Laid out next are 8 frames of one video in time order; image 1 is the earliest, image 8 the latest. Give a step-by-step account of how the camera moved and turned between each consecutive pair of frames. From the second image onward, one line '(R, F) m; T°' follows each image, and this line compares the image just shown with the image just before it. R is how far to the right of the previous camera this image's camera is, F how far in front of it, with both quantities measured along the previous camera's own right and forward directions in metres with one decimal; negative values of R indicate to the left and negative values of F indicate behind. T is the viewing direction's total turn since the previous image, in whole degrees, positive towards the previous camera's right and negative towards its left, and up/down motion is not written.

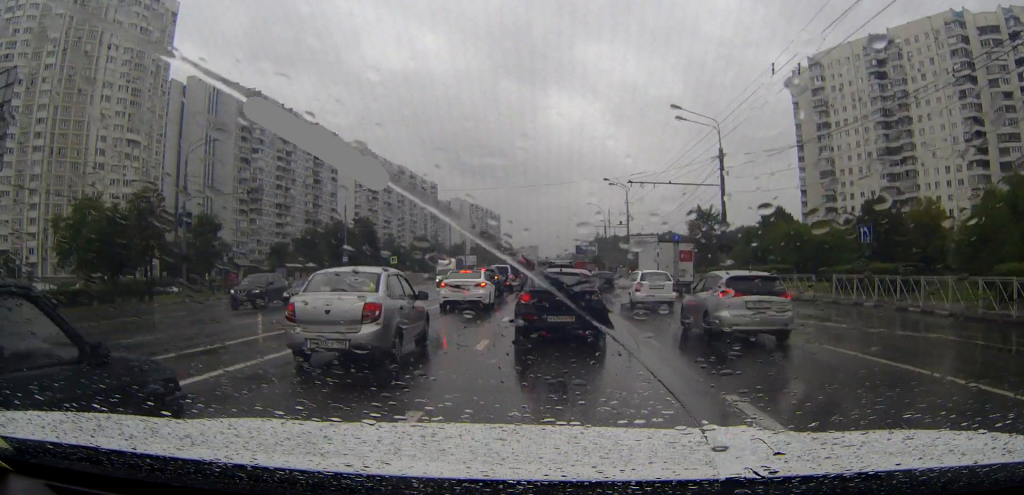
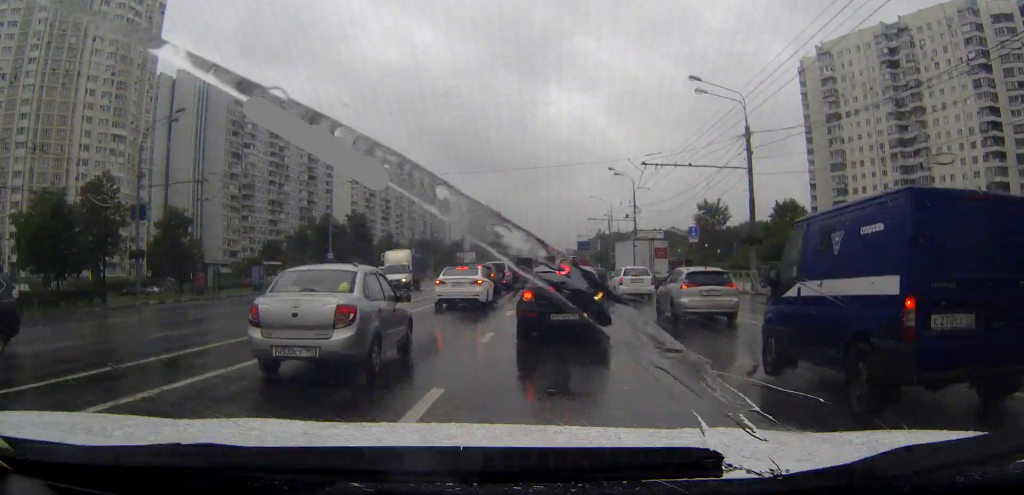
(+0.2, +6.1) m; +2°
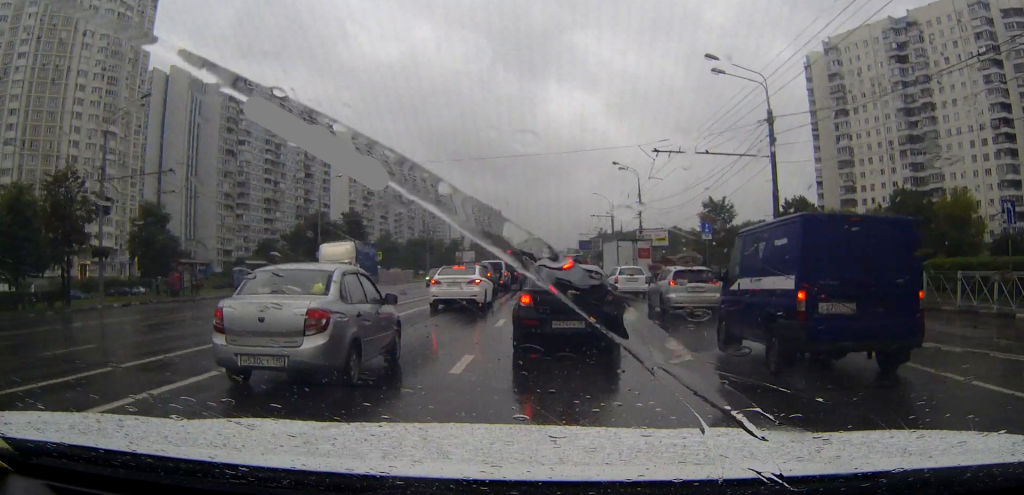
(0.0, +3.9) m; 0°
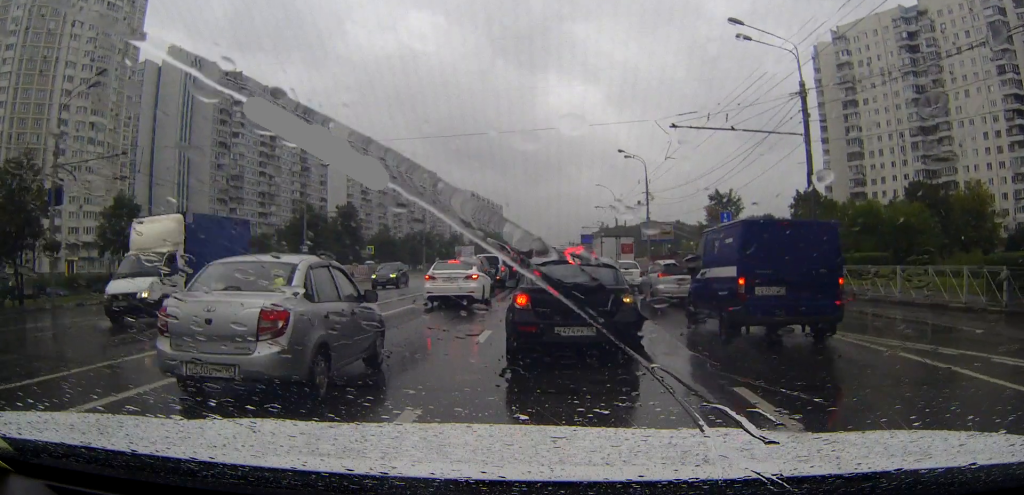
(0.0, +4.4) m; +1°
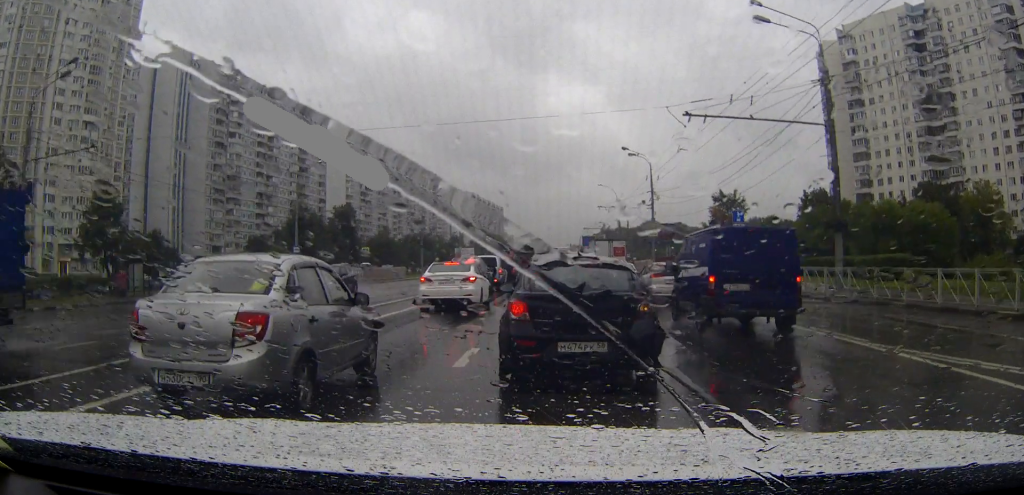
(0.0, +2.6) m; +2°
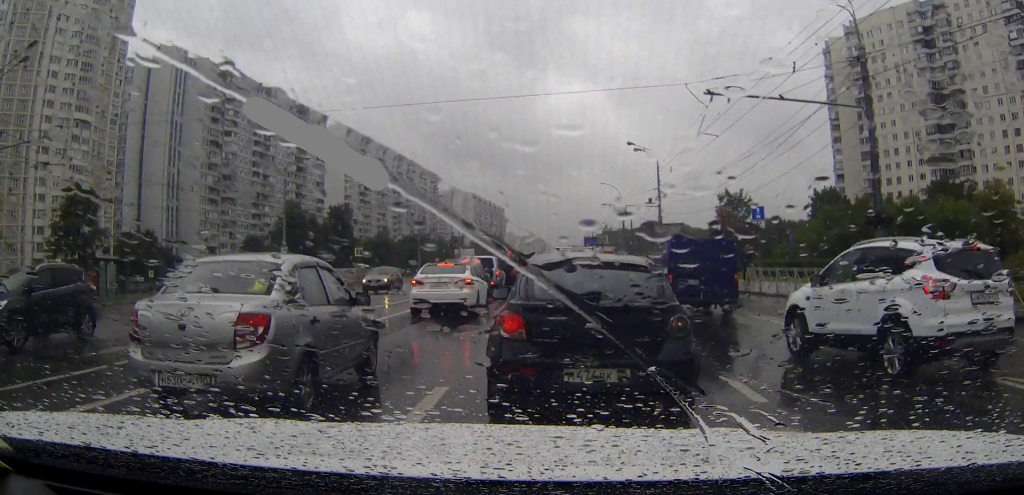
(+0.1, +3.6) m; +2°
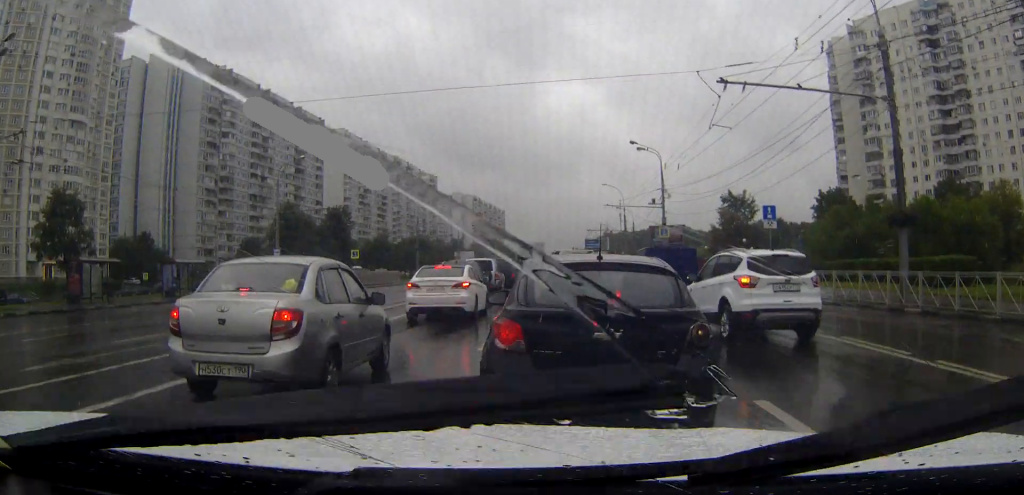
(-0.1, +2.0) m; 0°
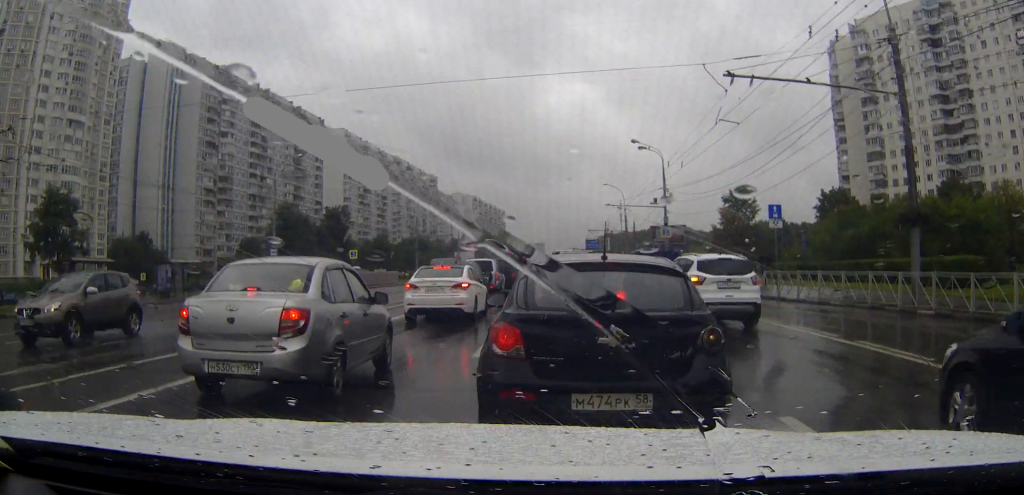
(0.0, +0.8) m; 0°
